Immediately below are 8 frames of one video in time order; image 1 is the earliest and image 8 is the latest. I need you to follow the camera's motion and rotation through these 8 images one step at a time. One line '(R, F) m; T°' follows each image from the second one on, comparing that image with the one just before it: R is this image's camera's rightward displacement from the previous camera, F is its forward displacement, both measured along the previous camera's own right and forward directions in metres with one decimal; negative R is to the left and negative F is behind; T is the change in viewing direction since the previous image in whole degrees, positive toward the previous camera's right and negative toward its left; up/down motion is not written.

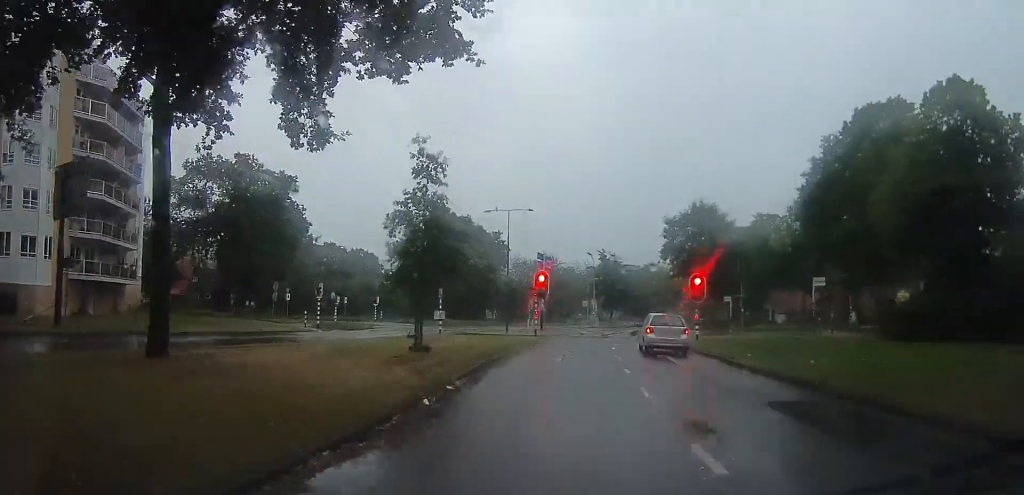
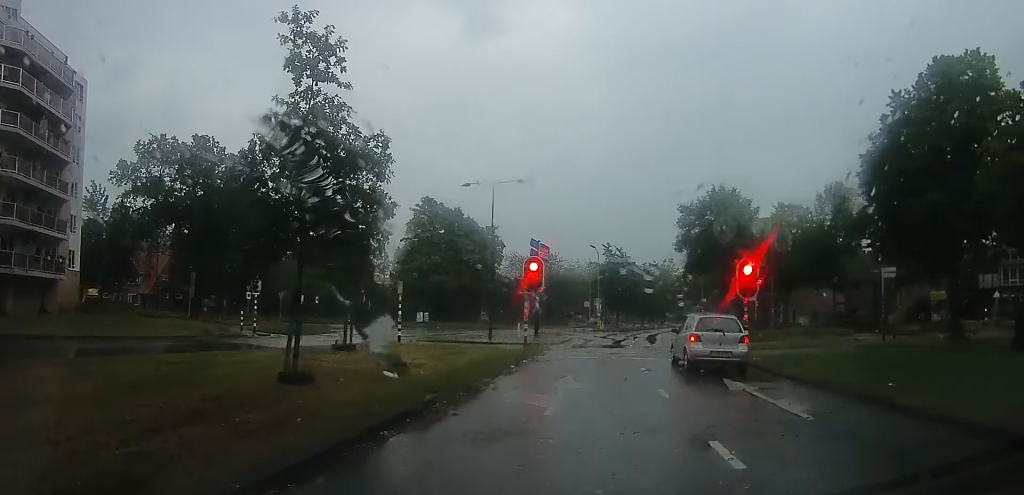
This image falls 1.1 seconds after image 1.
(0.0, +8.0) m; 0°
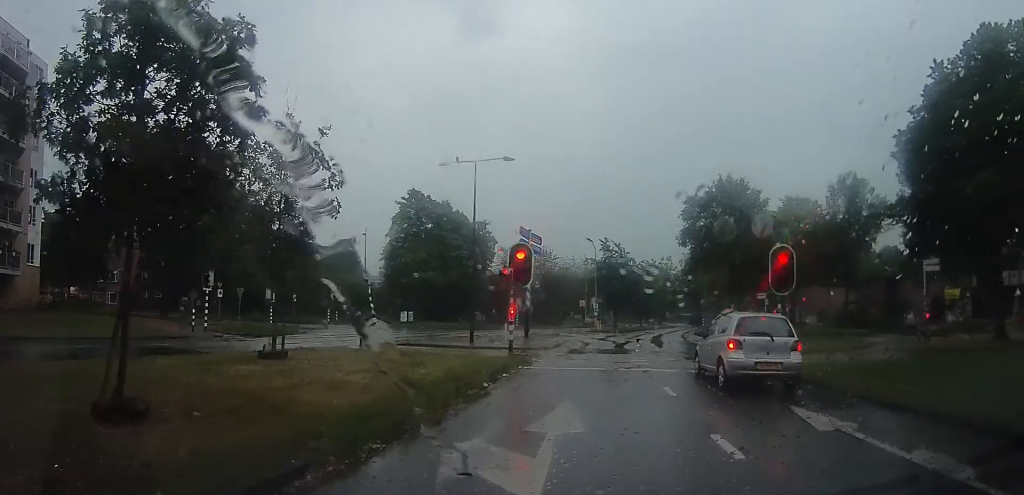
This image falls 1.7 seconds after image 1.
(0.0, +4.1) m; 0°
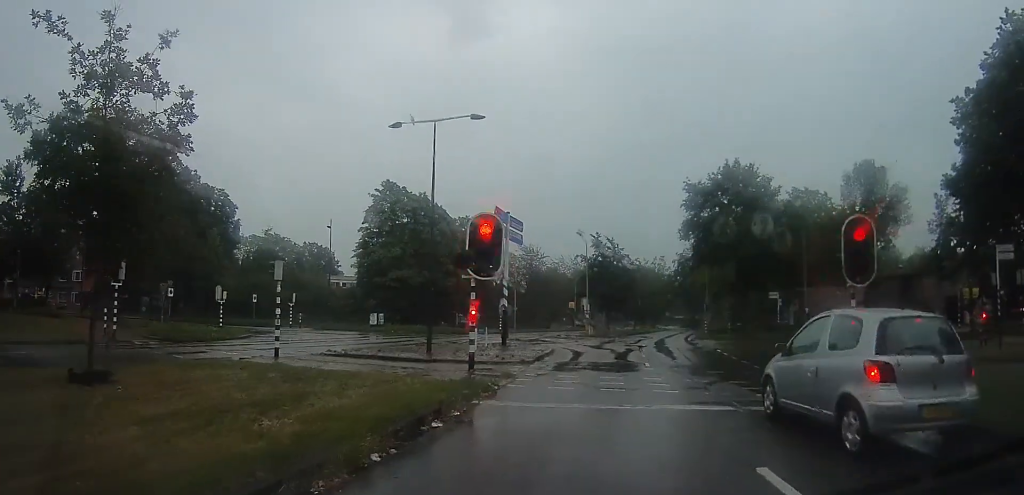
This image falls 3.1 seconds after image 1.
(0.0, +6.2) m; 0°
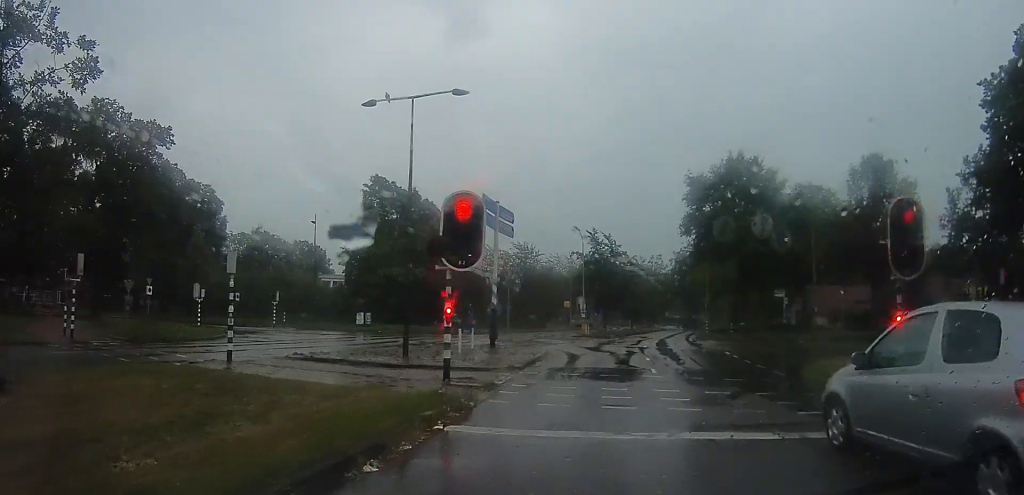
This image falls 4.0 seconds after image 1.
(0.0, +2.5) m; 0°
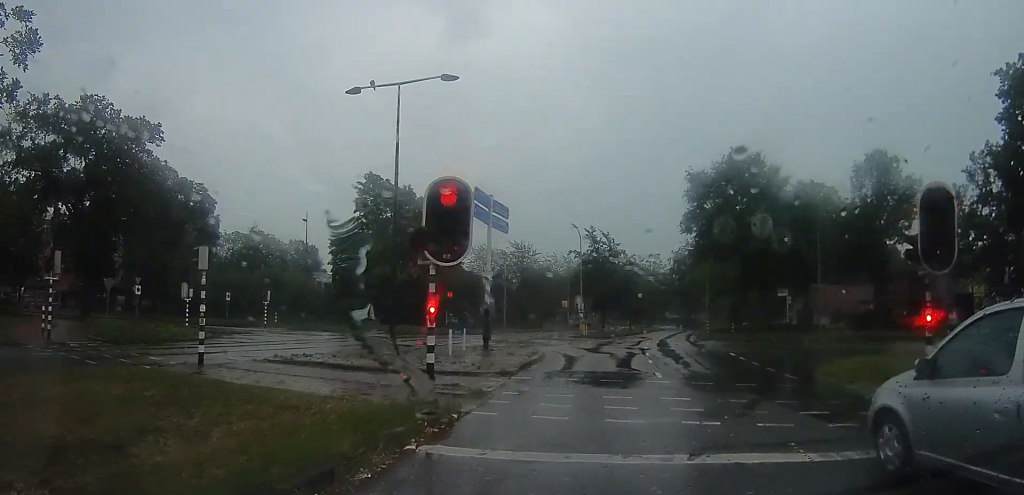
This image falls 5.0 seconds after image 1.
(0.0, +1.6) m; 0°
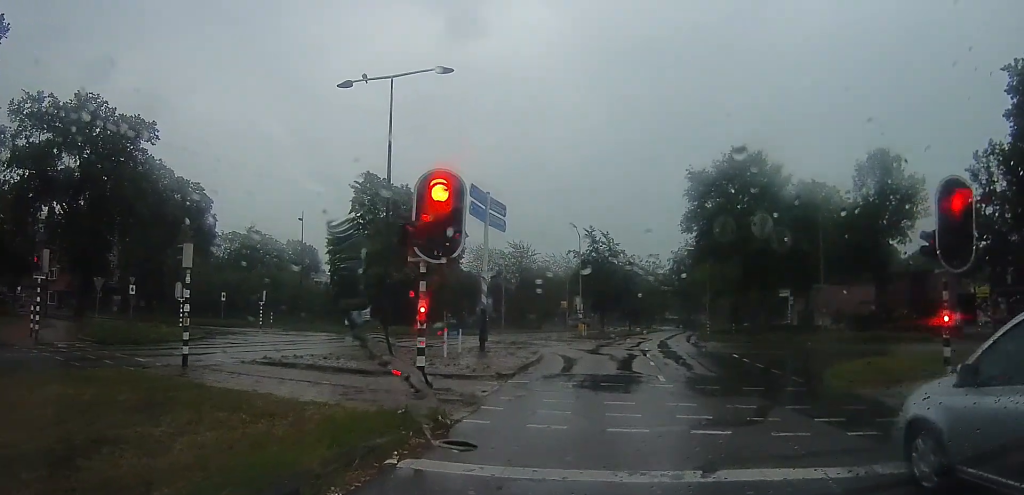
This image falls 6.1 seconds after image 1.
(0.0, +0.6) m; 0°
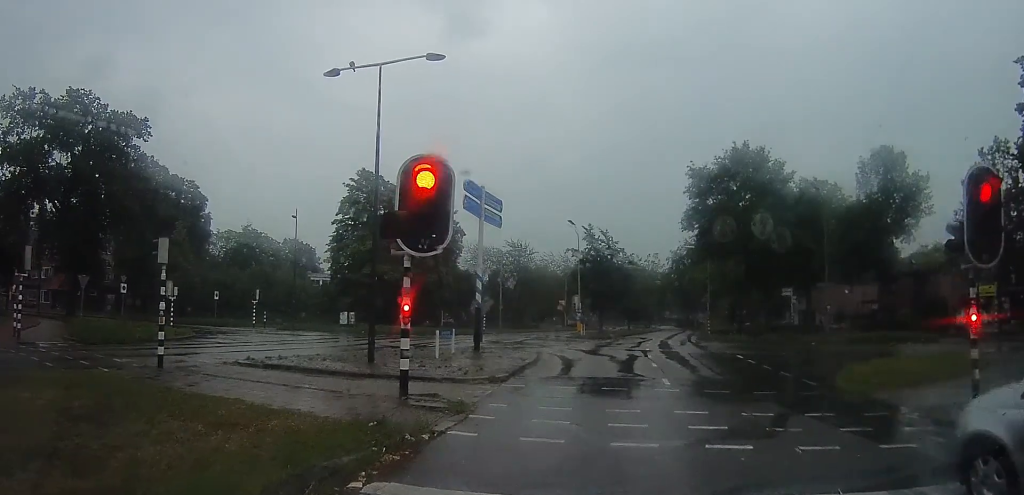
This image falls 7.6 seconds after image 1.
(0.0, +0.1) m; 0°
